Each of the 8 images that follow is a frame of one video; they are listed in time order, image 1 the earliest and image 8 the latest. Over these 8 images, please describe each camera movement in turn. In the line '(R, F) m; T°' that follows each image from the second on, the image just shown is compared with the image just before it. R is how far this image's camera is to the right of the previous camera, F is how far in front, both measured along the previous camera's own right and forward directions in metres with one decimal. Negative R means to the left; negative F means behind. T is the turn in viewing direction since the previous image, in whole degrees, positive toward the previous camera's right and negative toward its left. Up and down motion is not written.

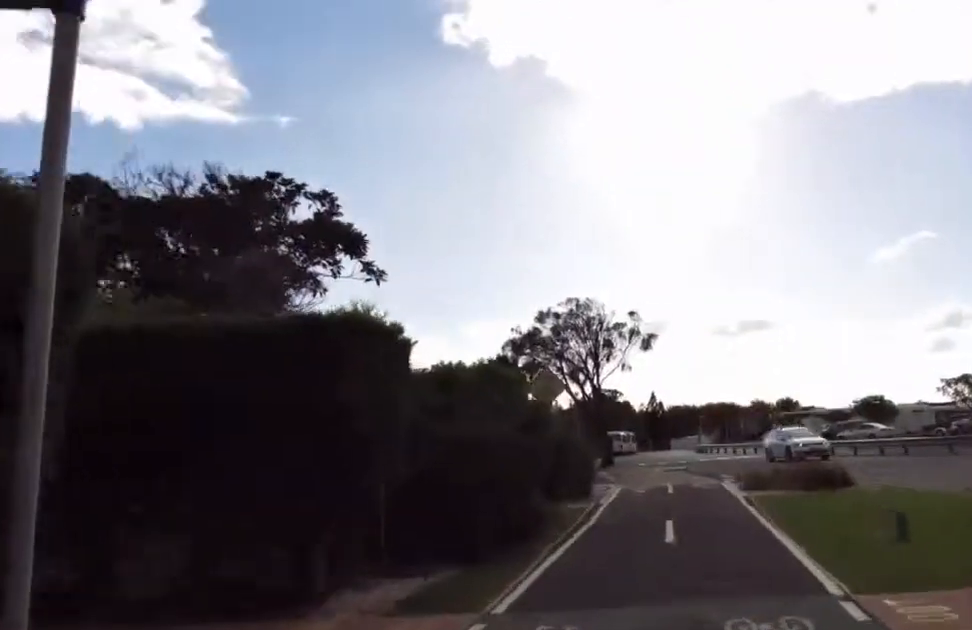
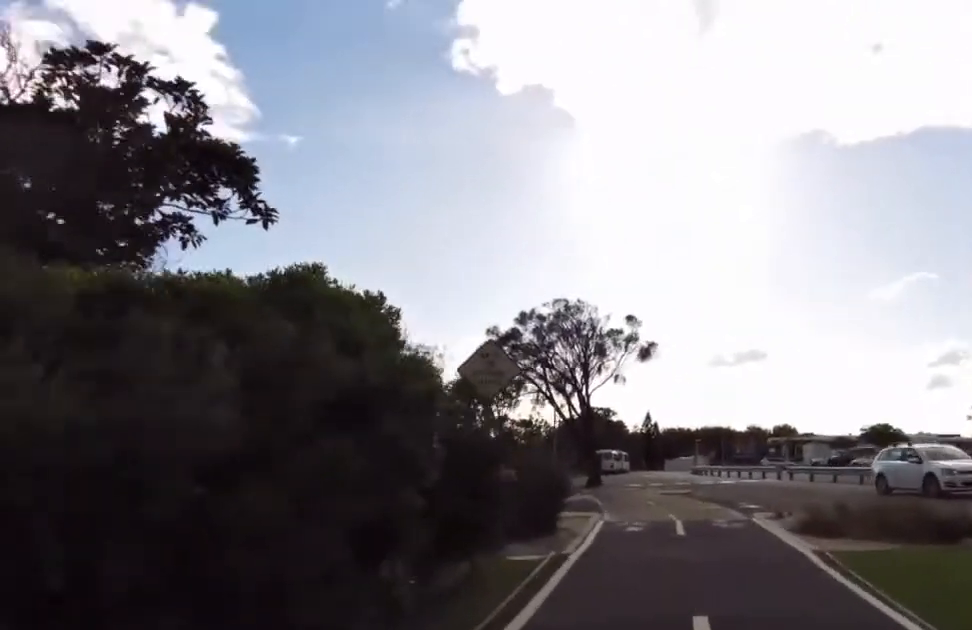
(-1.4, +6.0) m; 0°
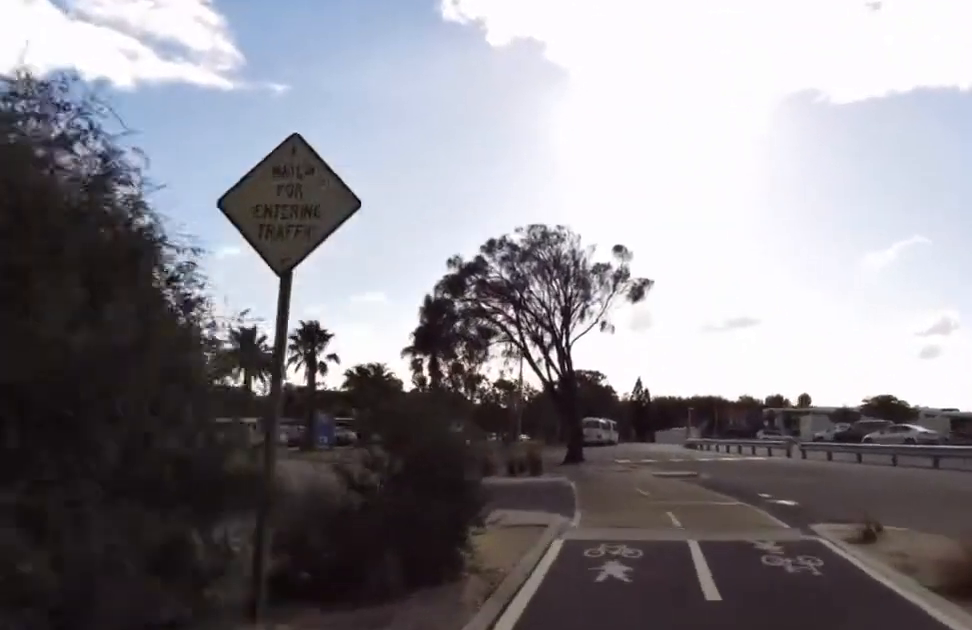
(+1.2, +5.4) m; +11°
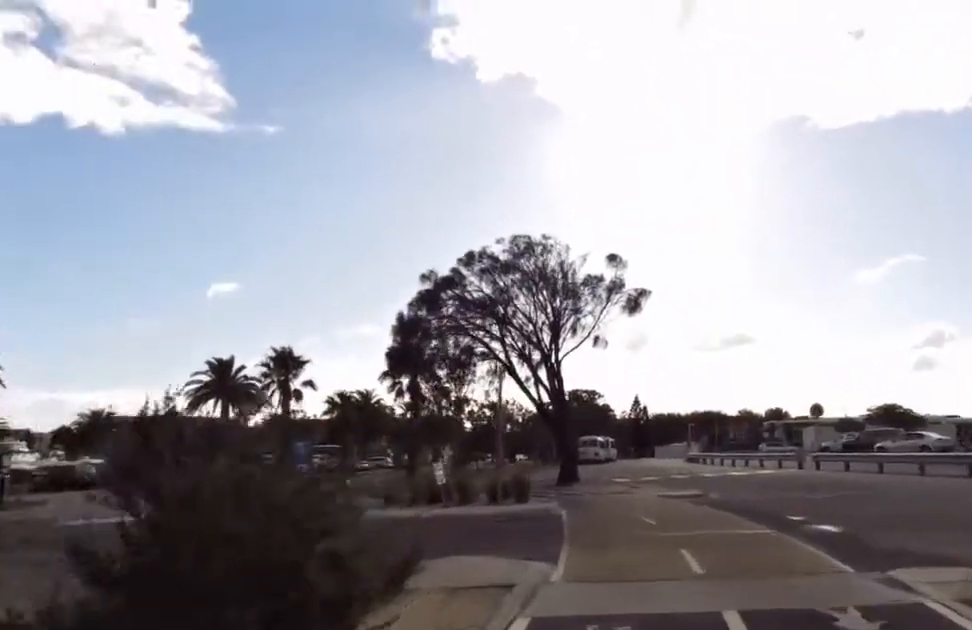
(+0.1, +2.7) m; -2°
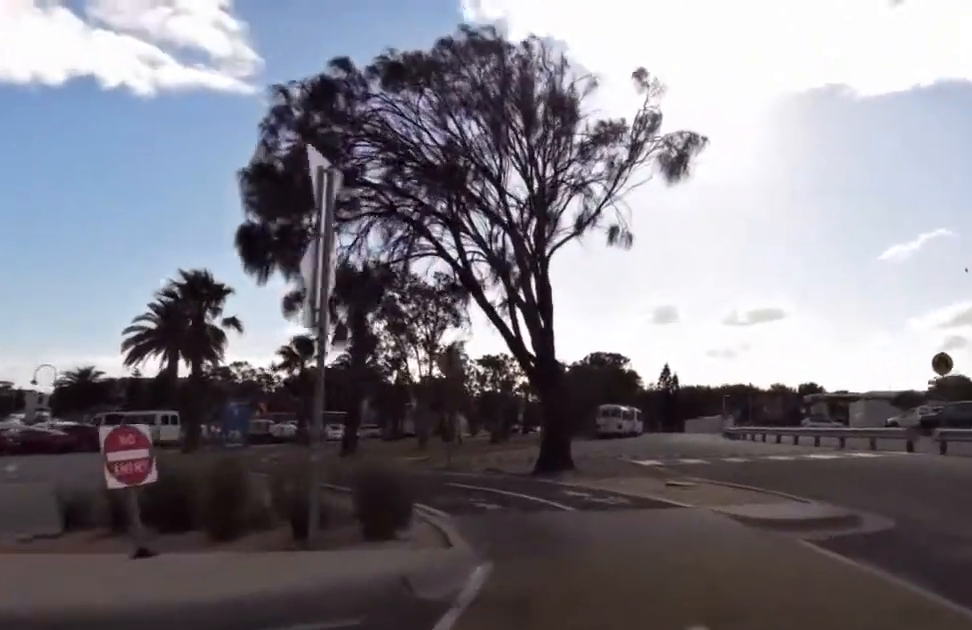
(-2.2, +10.0) m; -10°
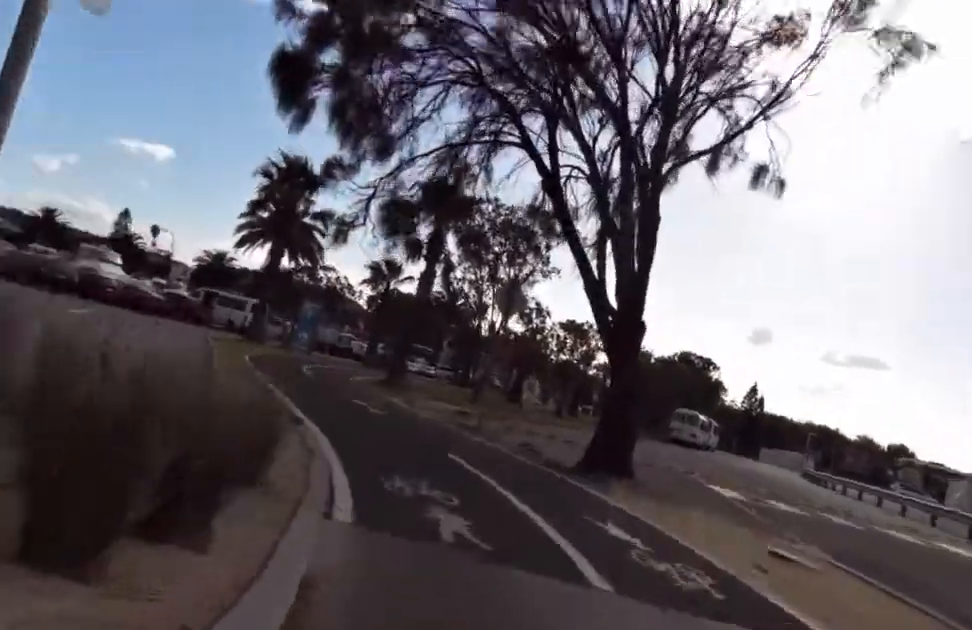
(+1.0, +4.2) m; -1°
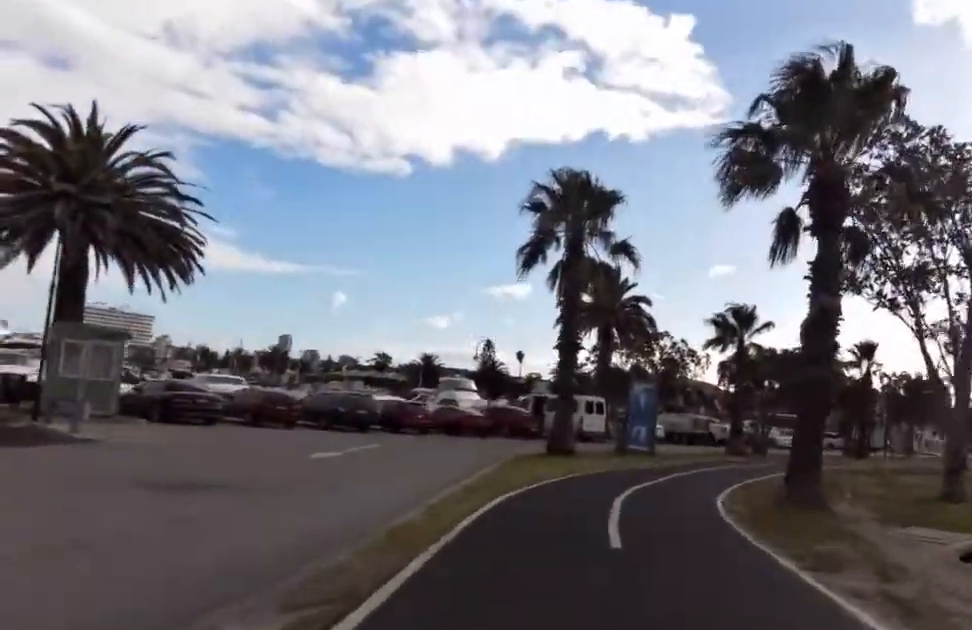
(-3.1, +11.0) m; -27°
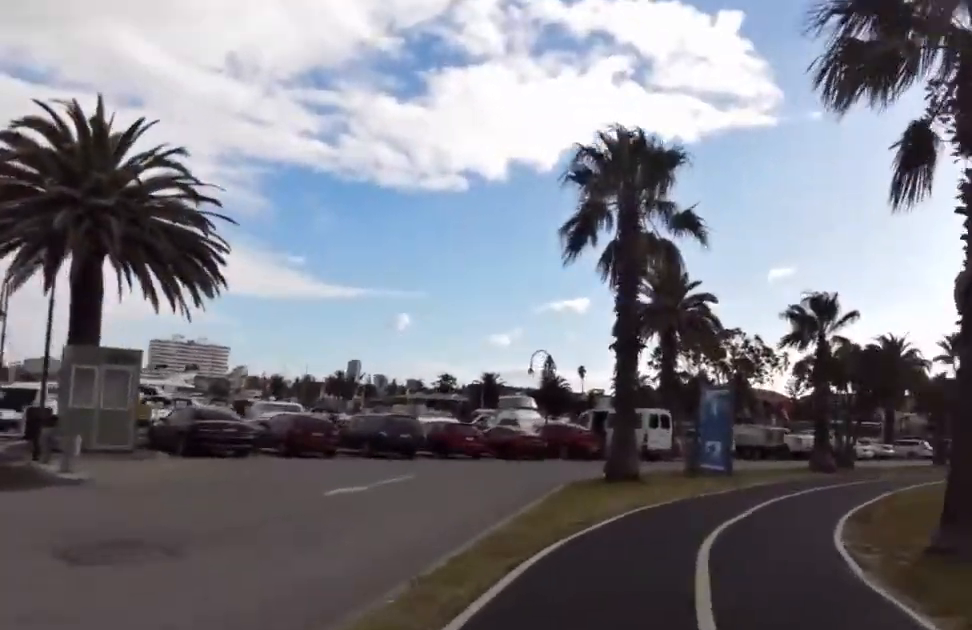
(-0.5, +3.0) m; 0°
